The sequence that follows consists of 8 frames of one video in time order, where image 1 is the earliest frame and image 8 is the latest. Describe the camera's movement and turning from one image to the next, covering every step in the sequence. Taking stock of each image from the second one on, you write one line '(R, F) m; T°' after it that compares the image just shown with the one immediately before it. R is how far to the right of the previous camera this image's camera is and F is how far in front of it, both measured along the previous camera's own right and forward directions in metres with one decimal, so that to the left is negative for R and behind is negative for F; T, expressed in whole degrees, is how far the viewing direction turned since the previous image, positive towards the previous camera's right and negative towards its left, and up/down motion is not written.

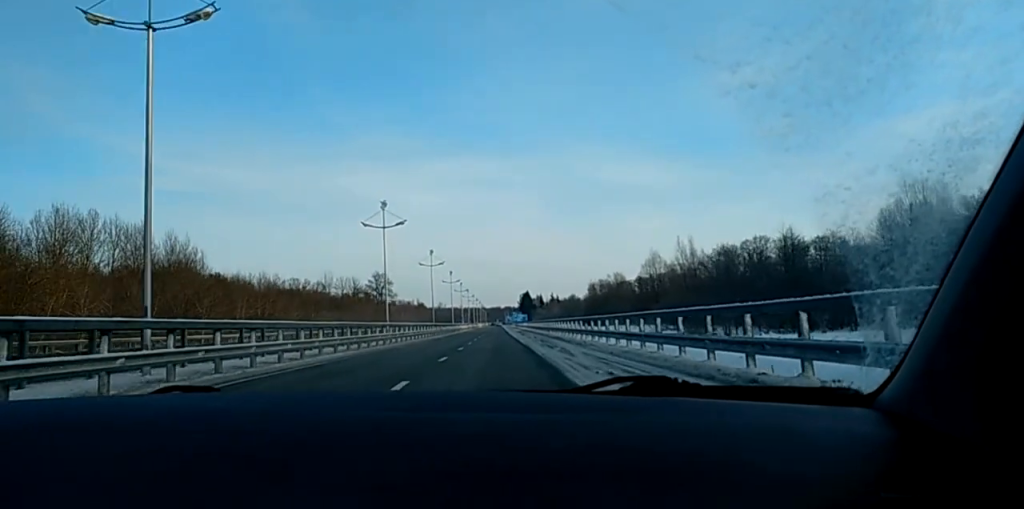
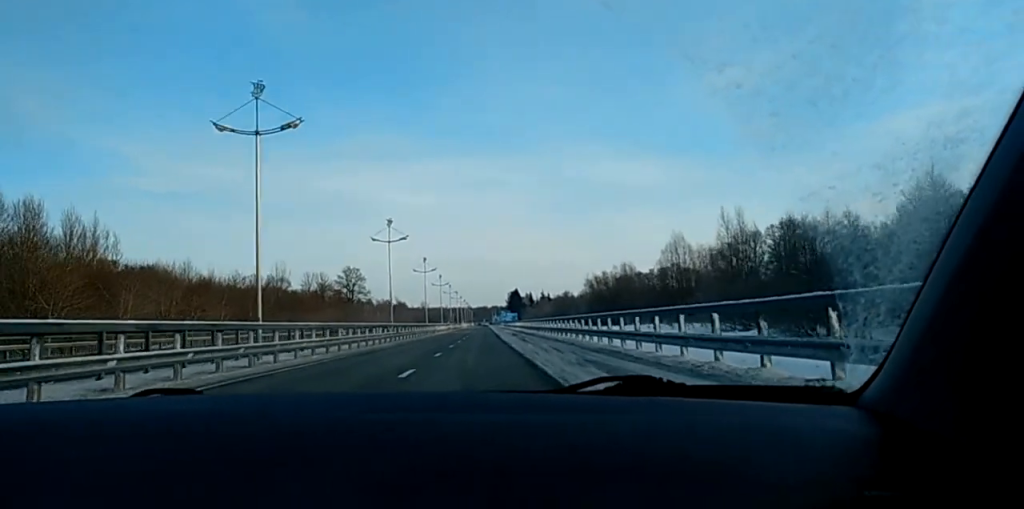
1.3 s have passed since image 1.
(-0.6, +31.5) m; -1°
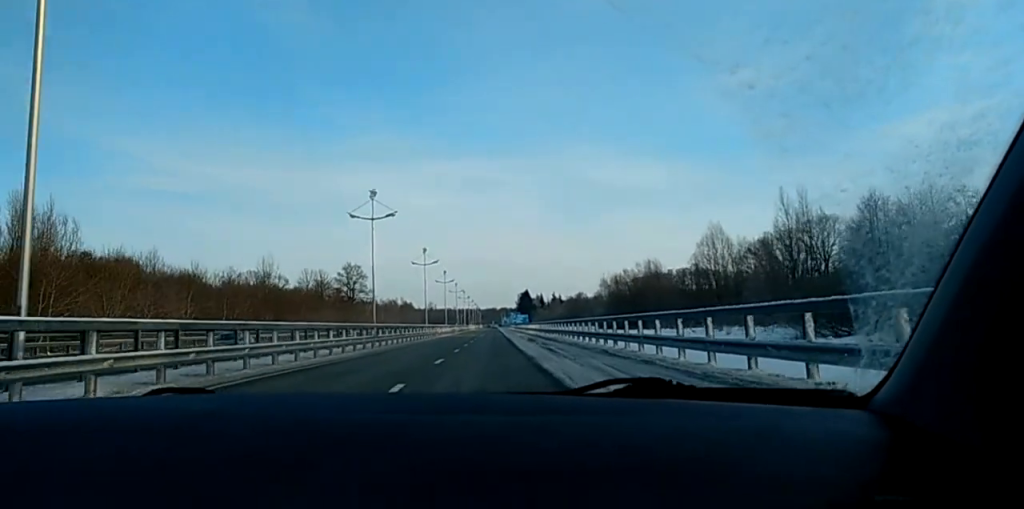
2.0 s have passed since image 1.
(+0.1, +16.7) m; -1°
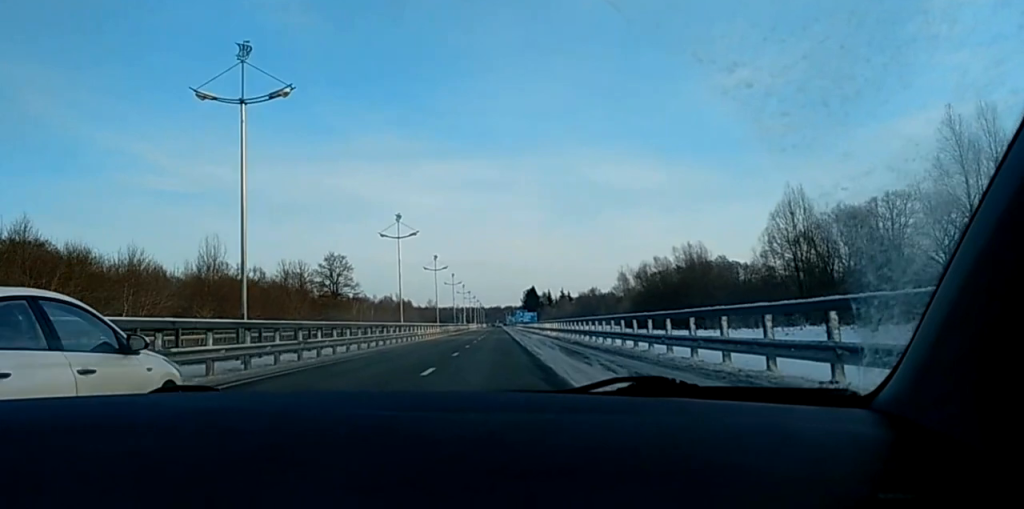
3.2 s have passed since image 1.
(-0.6, +31.2) m; 0°
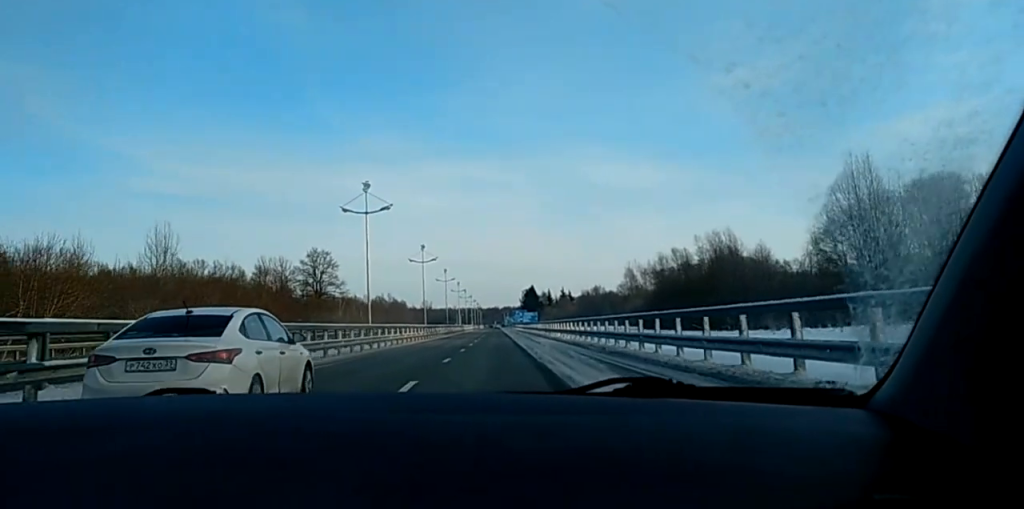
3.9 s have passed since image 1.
(+0.4, +16.4) m; +1°
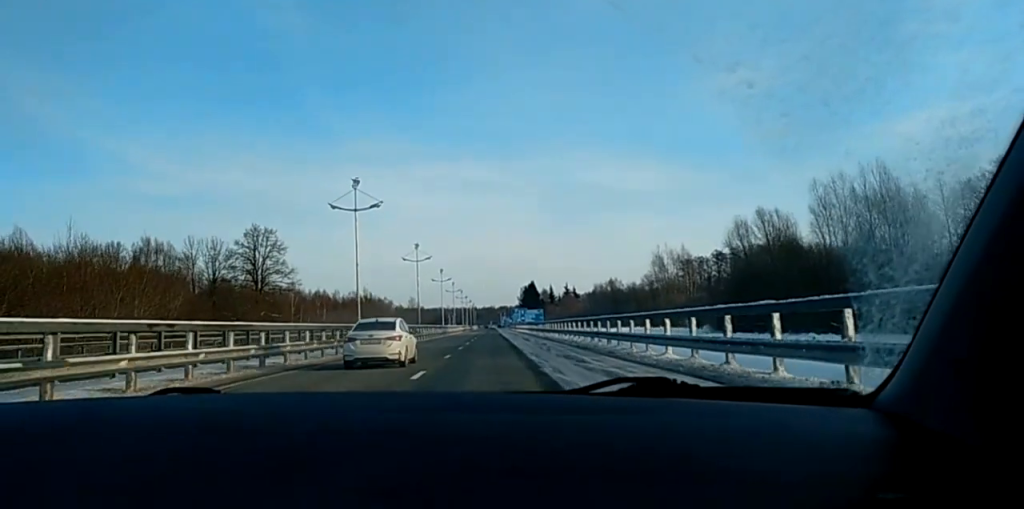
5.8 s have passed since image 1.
(-0.3, +44.5) m; -2°
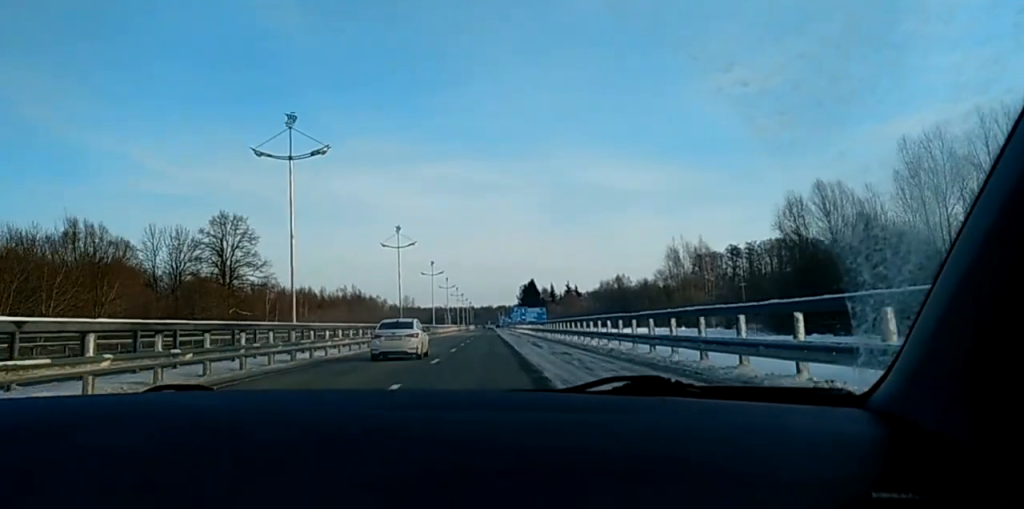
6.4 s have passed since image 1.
(-0.2, +16.5) m; 0°
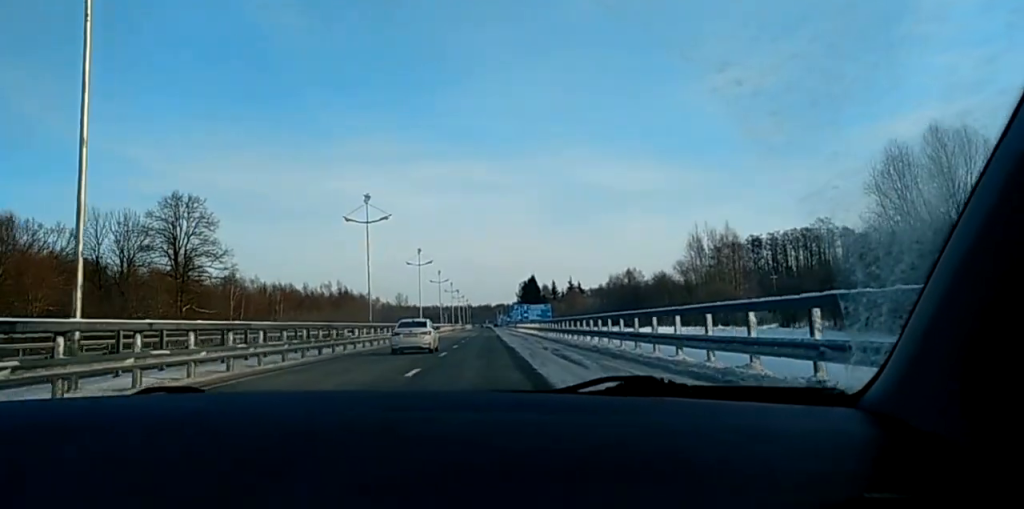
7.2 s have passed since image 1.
(-0.1, +19.3) m; 0°
